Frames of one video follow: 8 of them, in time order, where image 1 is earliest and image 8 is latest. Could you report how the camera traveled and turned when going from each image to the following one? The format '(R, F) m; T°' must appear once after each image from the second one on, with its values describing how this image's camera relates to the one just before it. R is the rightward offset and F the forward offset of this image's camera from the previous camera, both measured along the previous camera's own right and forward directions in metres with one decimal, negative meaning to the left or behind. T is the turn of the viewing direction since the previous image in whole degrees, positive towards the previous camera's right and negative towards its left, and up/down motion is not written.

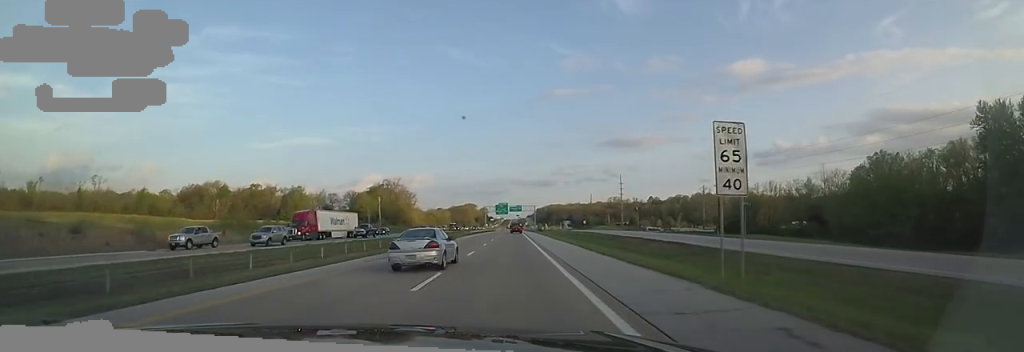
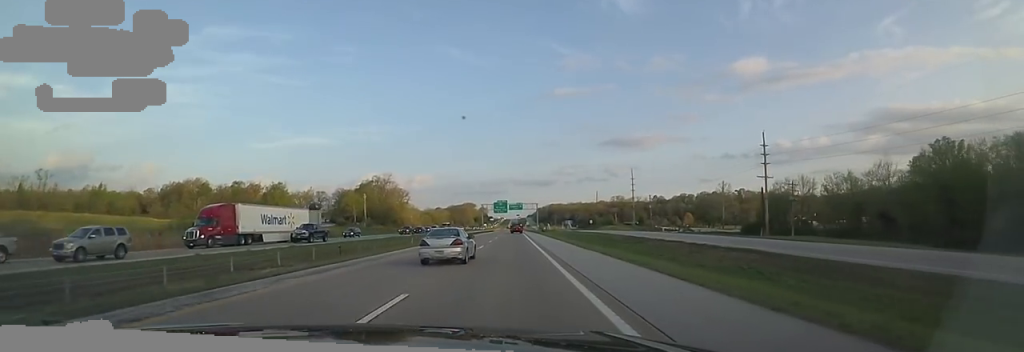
(+0.6, +16.5) m; 0°
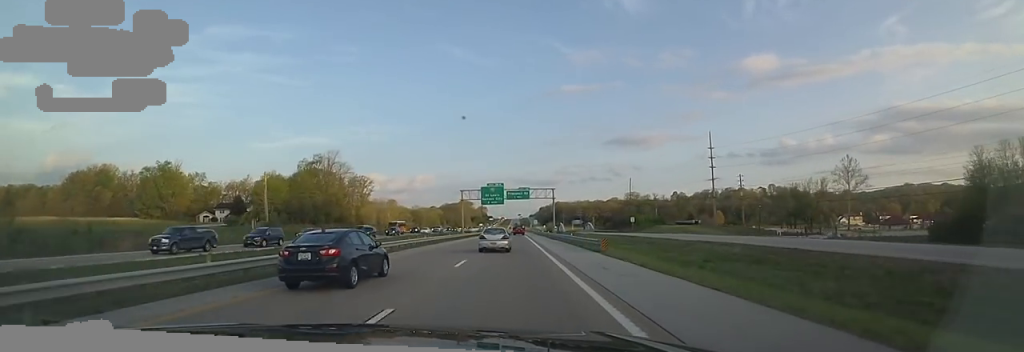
(-1.4, +64.0) m; -3°
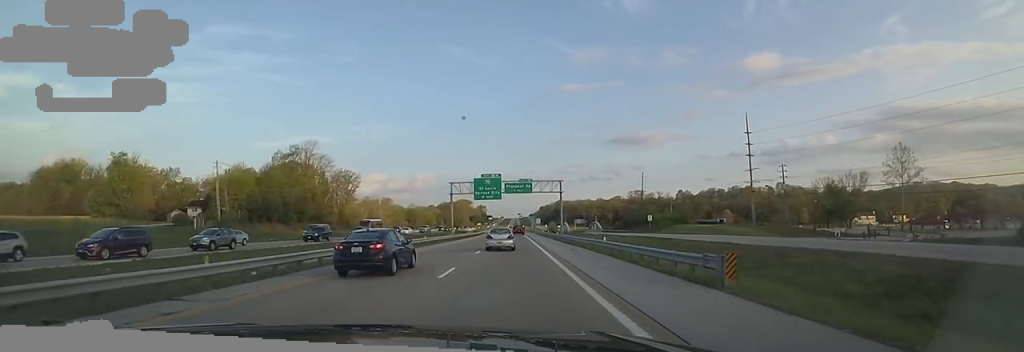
(-0.5, +16.0) m; 0°
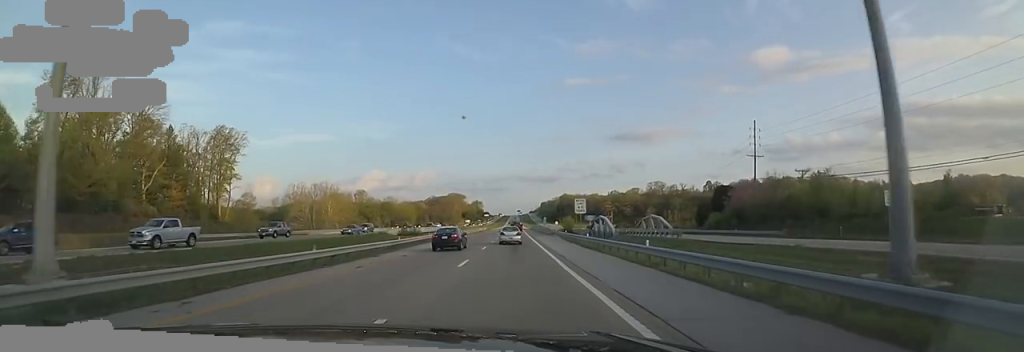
(+0.3, +70.4) m; +2°
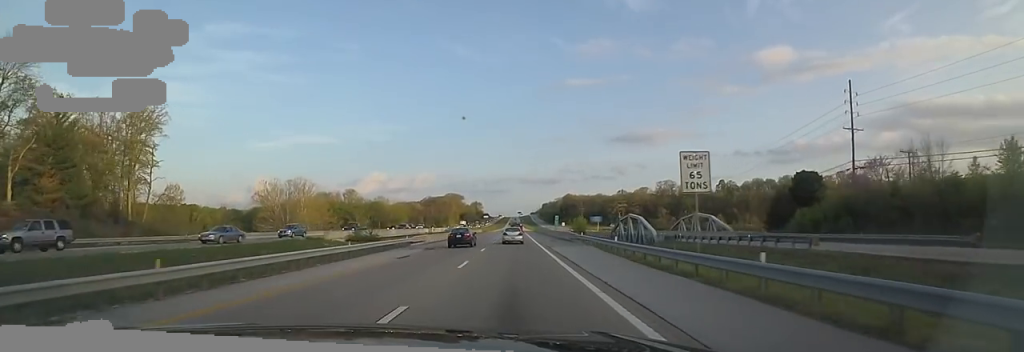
(+0.5, +23.9) m; +1°
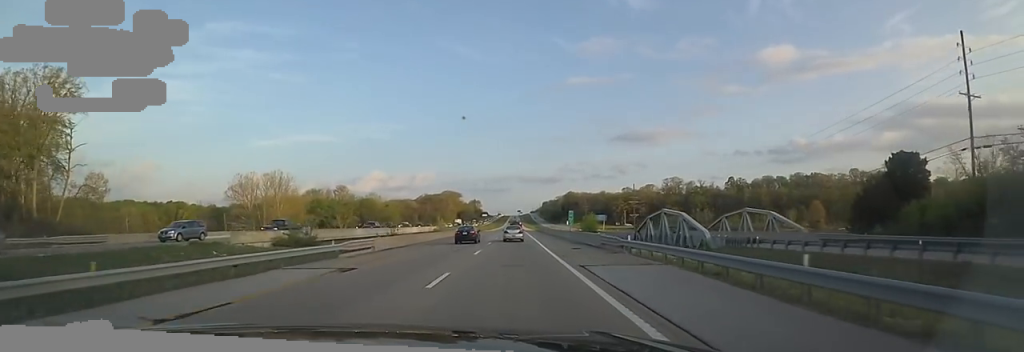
(+0.6, +16.6) m; 0°
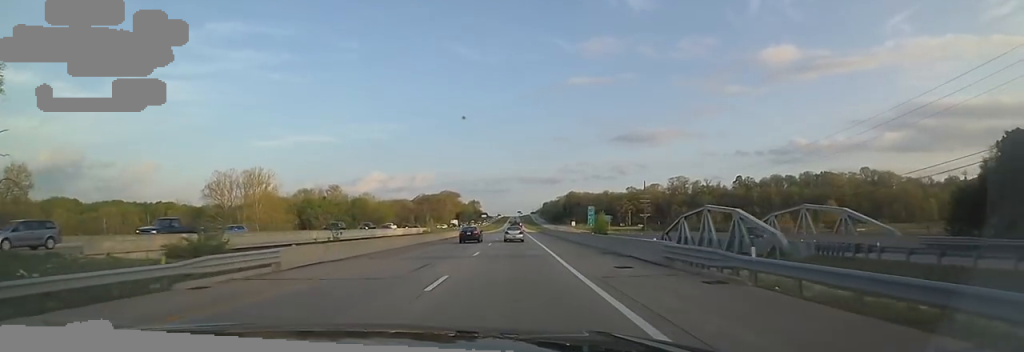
(-0.5, +12.4) m; -1°
